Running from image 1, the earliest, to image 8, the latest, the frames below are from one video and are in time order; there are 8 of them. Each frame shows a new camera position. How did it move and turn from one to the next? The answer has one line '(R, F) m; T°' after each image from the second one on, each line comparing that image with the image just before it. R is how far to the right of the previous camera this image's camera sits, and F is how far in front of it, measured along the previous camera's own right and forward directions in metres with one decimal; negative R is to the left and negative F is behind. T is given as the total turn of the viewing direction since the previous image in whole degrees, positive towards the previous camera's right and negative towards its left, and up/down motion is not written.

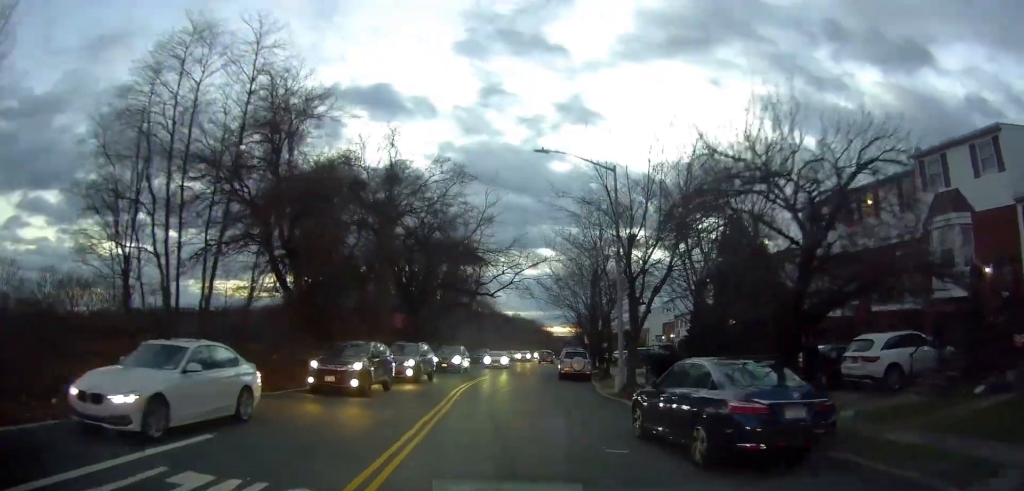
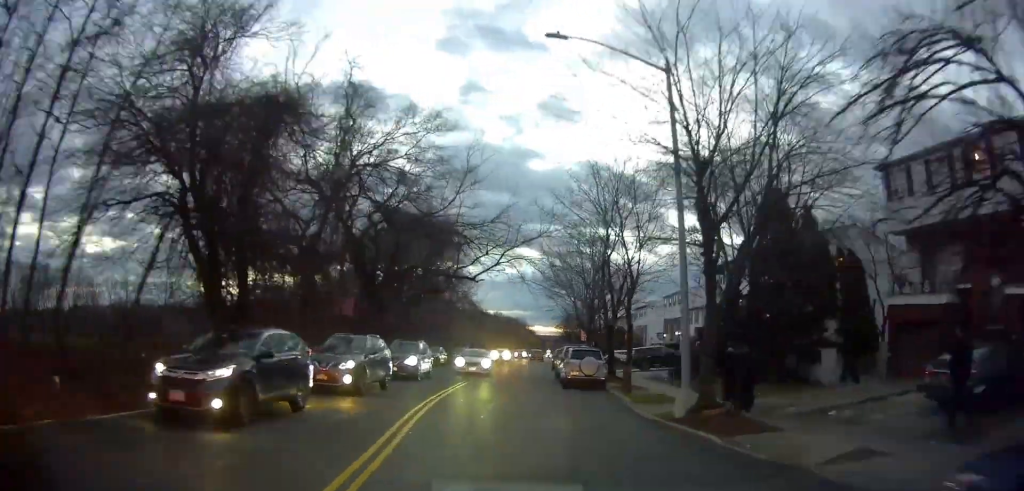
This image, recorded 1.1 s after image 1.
(-0.1, +7.5) m; +4°
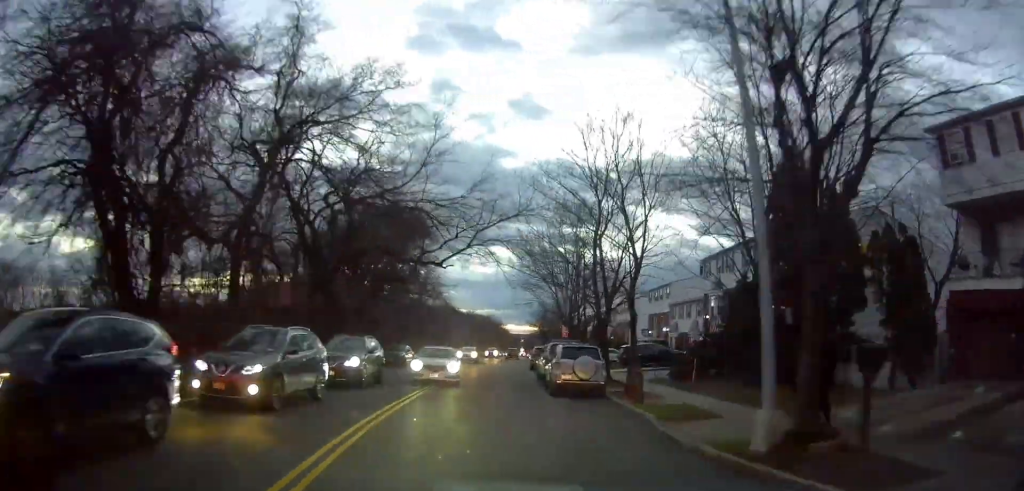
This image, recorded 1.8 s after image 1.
(+0.3, +4.9) m; +2°
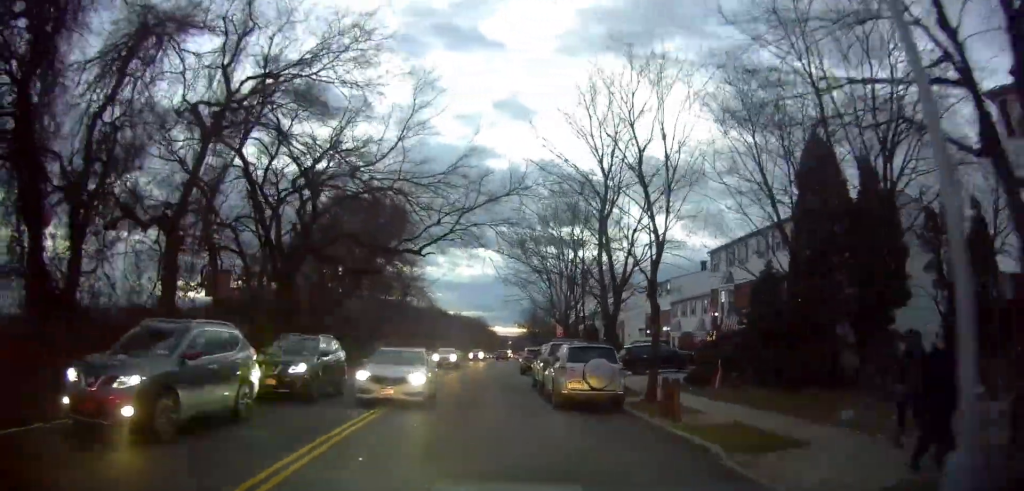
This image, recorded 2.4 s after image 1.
(+0.2, +4.6) m; +1°
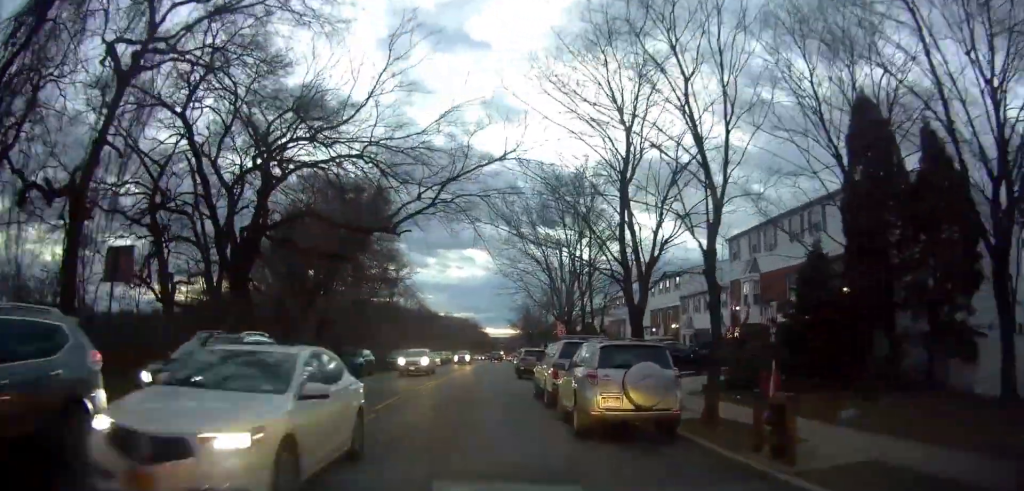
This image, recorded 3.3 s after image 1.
(-0.2, +6.0) m; -2°
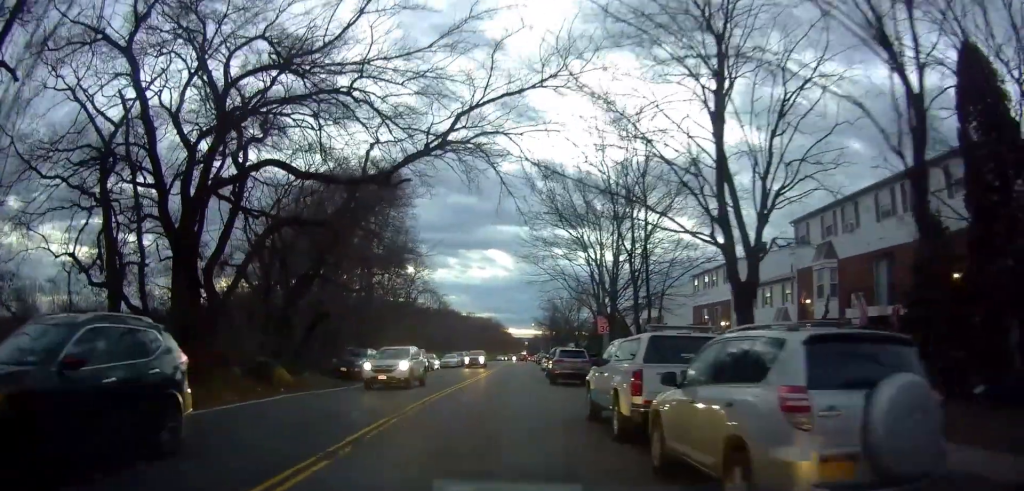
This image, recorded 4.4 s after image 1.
(+0.1, +5.9) m; +1°
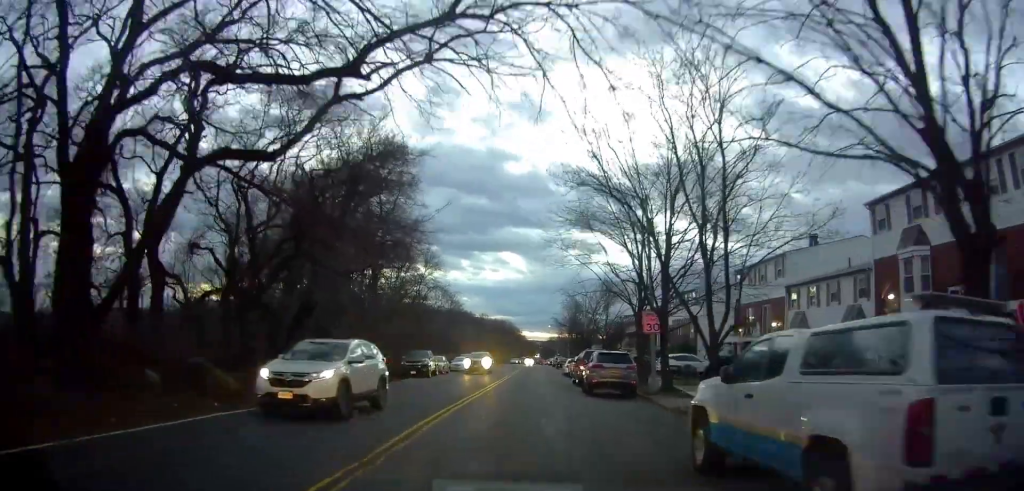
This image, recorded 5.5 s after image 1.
(-0.1, +5.7) m; -4°
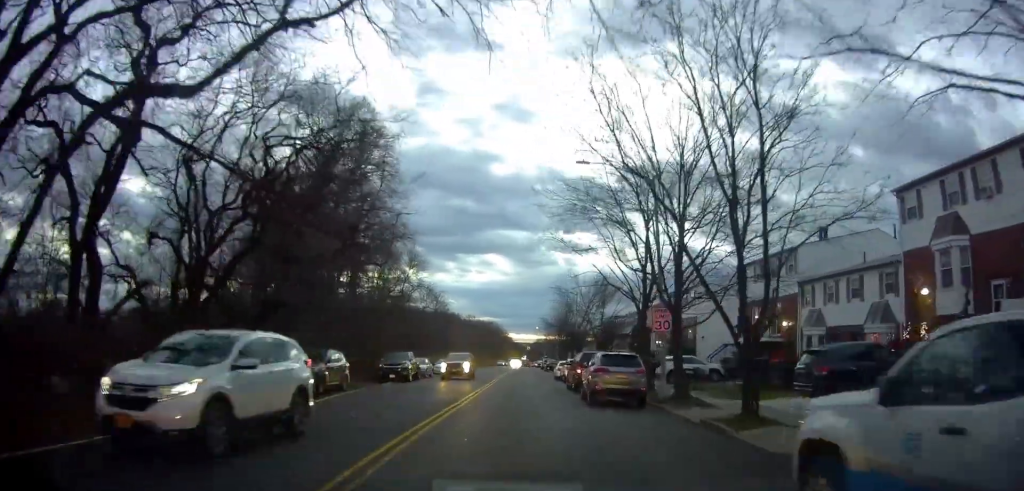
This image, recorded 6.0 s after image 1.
(-0.3, +2.6) m; 0°
